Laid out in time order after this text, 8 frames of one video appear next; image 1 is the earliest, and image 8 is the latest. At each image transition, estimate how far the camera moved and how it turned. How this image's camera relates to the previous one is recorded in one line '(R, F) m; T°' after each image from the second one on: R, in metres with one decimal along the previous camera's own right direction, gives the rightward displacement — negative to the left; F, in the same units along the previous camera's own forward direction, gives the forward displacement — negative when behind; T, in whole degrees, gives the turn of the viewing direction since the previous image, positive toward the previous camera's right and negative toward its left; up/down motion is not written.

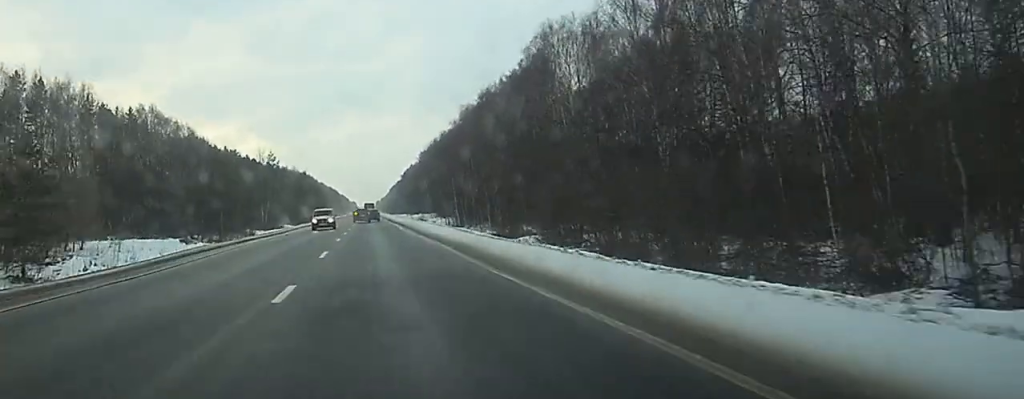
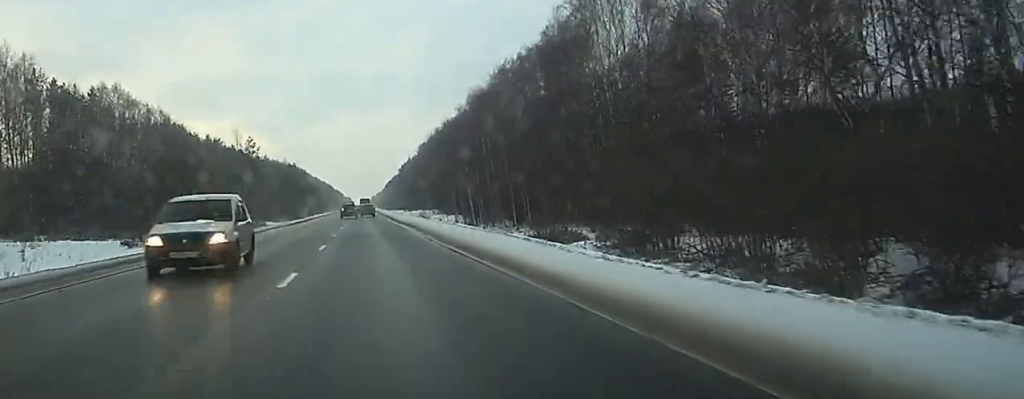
(0.0, +24.4) m; 0°
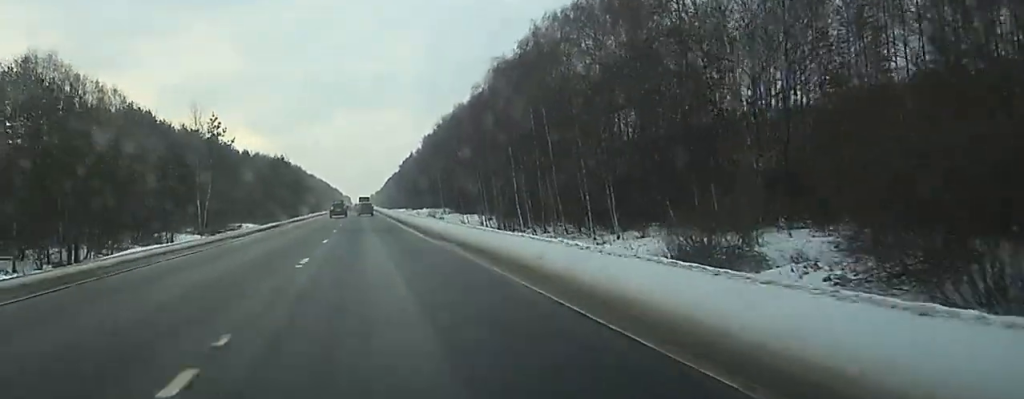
(-0.3, +34.7) m; -1°
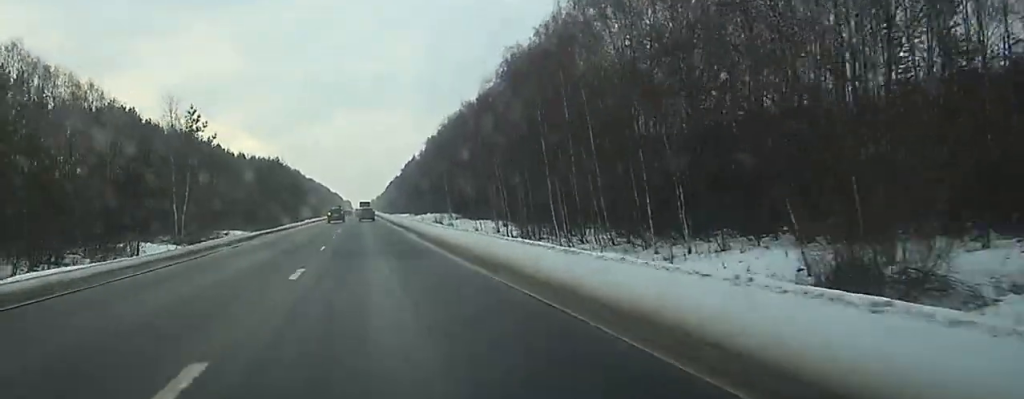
(-0.5, +15.7) m; 0°
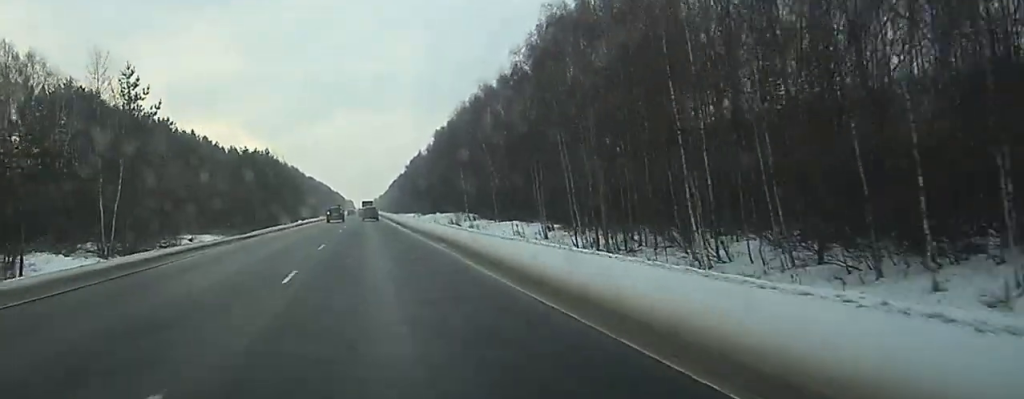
(+0.5, +25.9) m; +3°
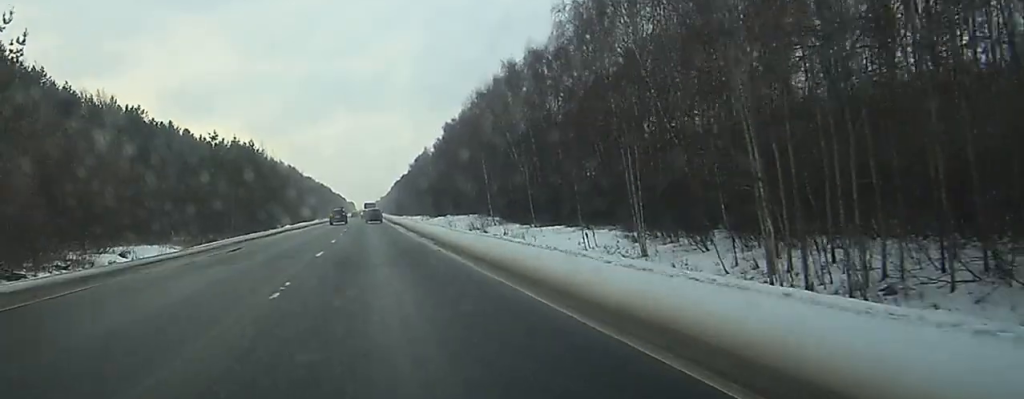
(+0.9, +24.3) m; +1°
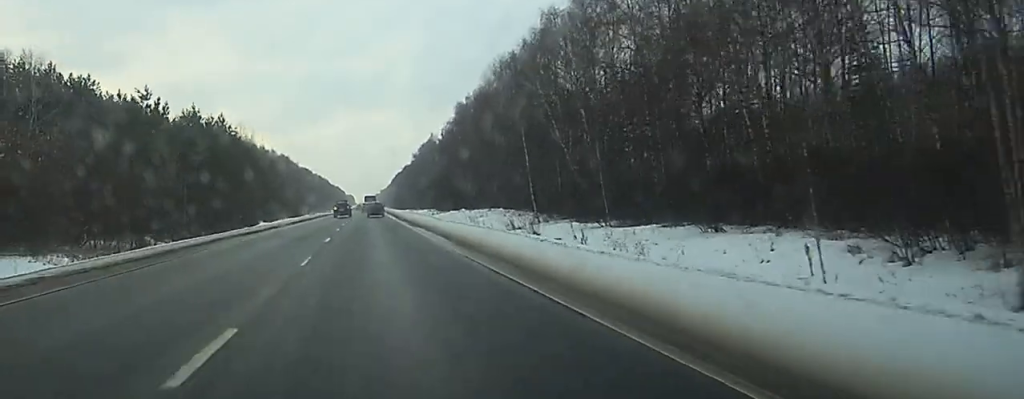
(-0.5, +28.8) m; -2°
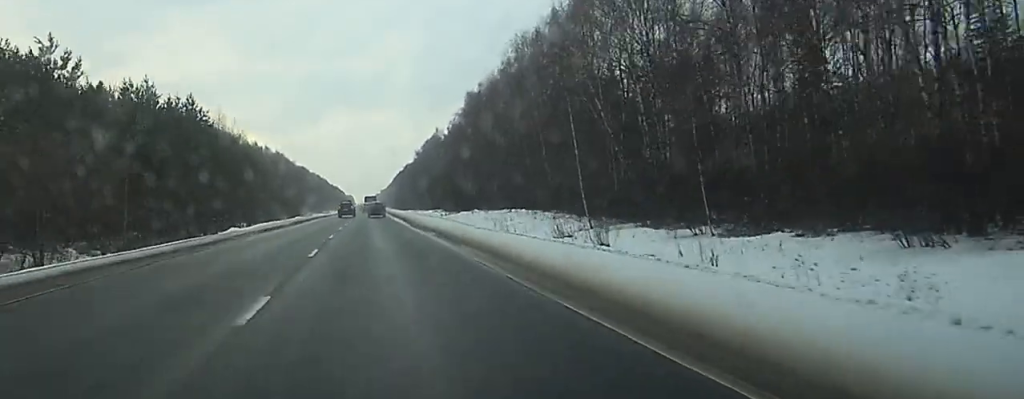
(-0.2, +20.3) m; 0°
